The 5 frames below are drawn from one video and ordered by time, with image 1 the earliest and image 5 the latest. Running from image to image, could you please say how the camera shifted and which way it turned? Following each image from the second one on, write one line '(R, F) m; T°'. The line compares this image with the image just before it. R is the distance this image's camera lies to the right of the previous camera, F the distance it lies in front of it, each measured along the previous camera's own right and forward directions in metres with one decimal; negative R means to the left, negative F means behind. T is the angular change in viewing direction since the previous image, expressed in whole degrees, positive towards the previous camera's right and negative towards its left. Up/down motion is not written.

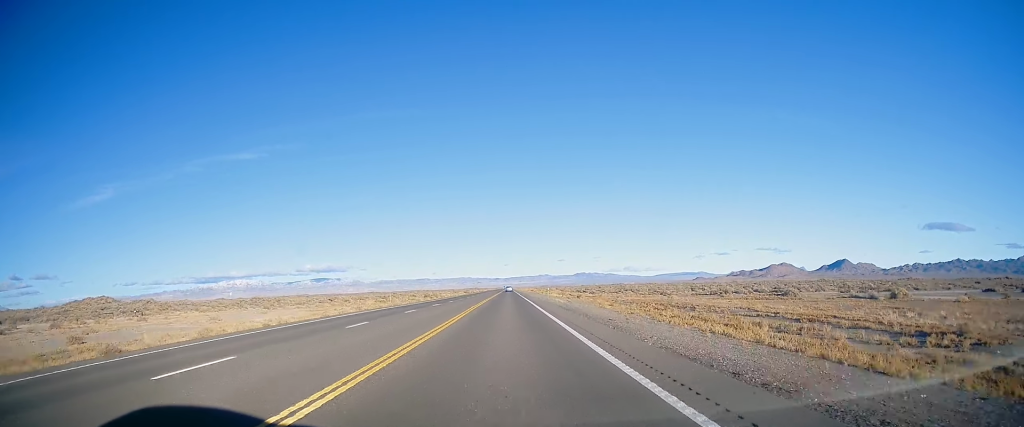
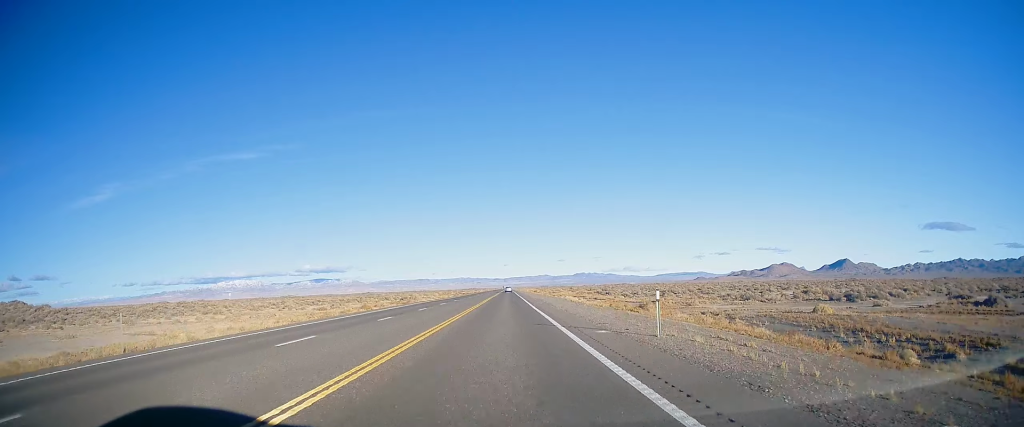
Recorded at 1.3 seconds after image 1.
(+0.5, +42.6) m; 0°
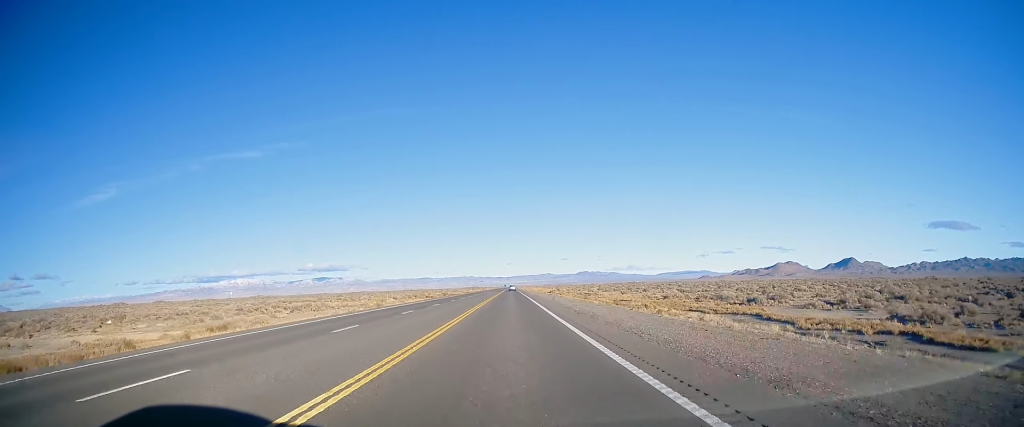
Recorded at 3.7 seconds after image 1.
(-0.5, +80.5) m; 0°
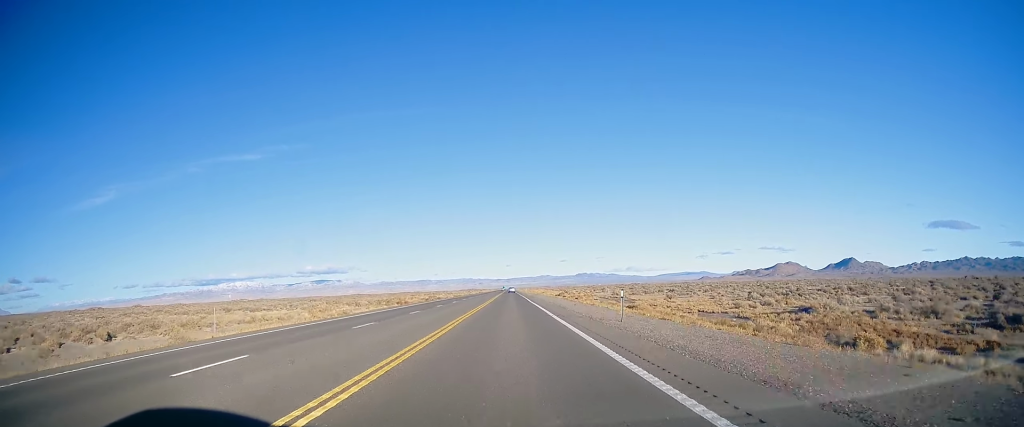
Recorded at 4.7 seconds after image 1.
(-0.5, +34.0) m; 0°
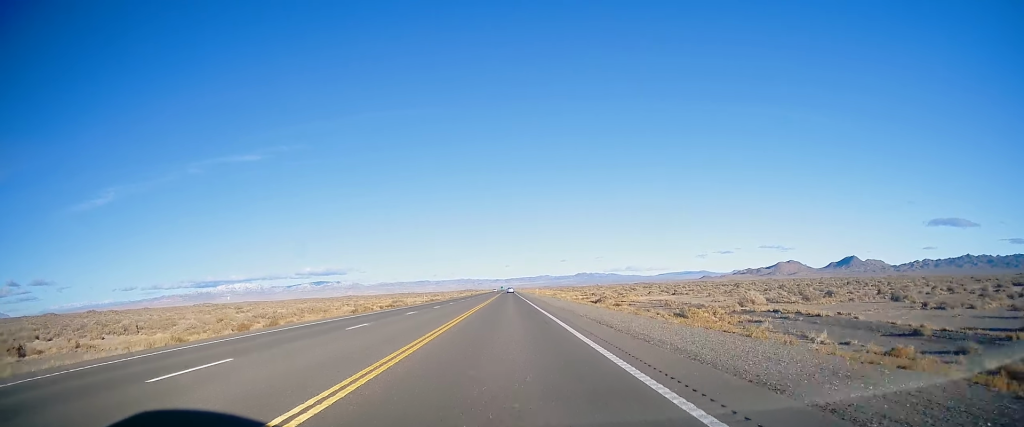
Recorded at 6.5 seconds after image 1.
(+0.7, +61.7) m; 0°
